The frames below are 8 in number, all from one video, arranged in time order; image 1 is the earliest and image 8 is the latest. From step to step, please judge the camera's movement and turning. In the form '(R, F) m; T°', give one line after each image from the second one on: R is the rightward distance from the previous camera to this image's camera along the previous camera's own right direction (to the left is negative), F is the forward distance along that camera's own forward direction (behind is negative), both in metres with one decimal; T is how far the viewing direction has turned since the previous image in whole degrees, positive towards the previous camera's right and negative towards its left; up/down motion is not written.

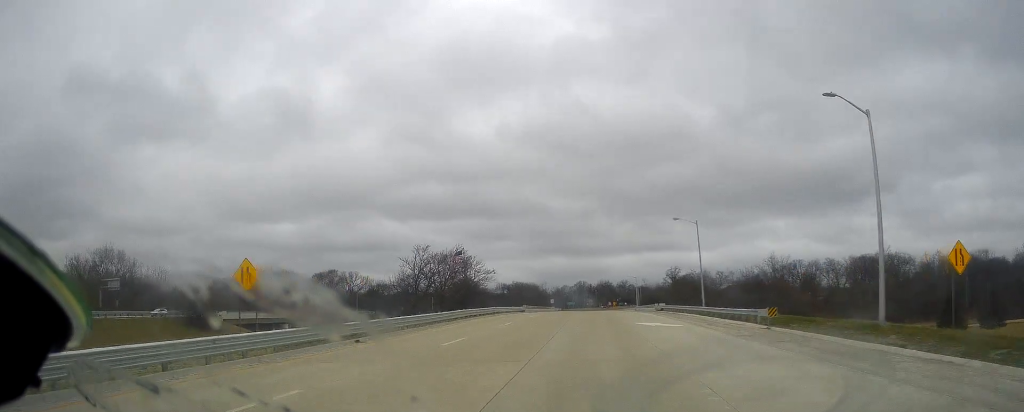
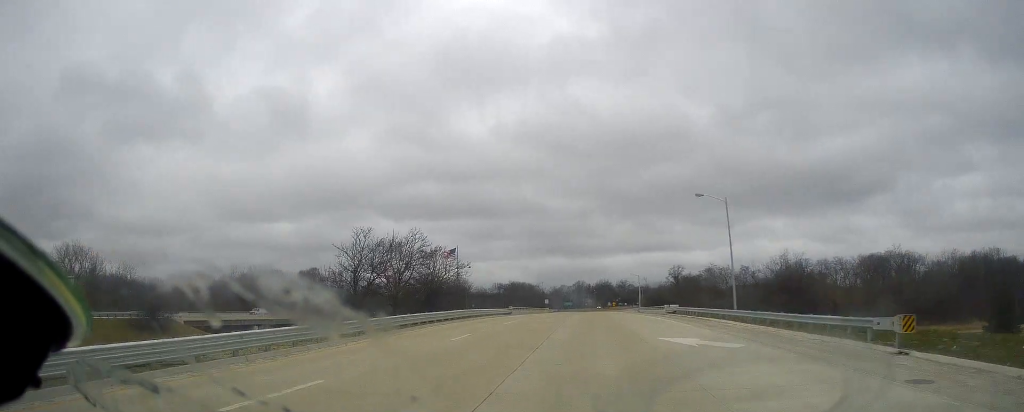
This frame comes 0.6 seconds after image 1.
(0.0, +13.7) m; 0°
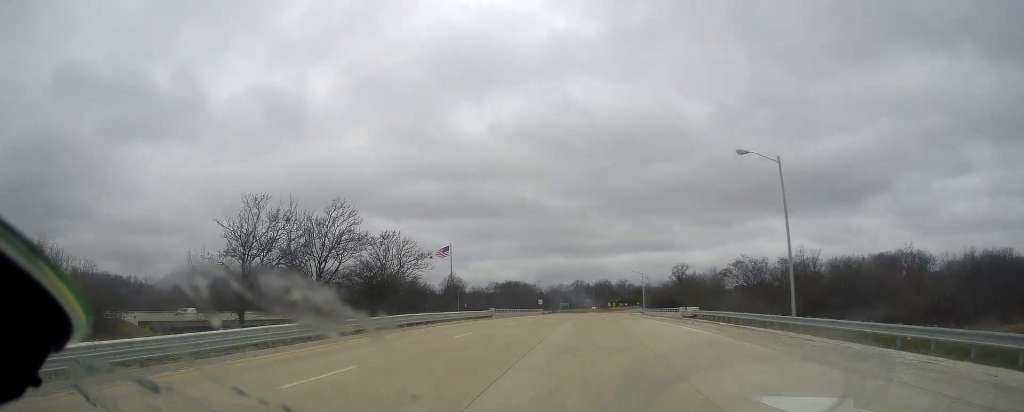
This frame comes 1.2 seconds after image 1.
(-0.1, +13.6) m; 0°
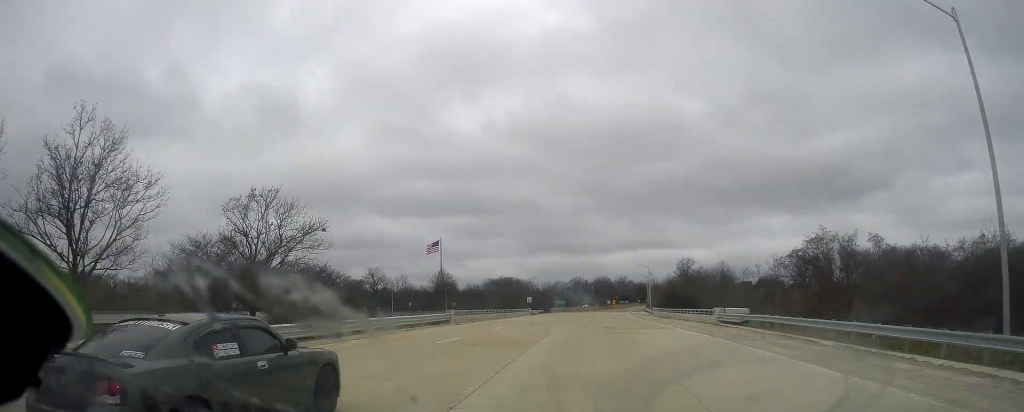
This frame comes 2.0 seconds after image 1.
(0.0, +18.0) m; 0°
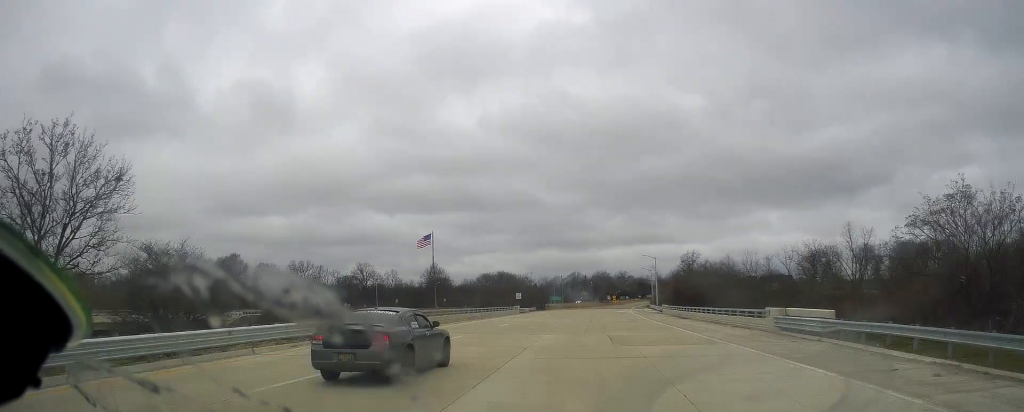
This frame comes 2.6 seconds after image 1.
(+0.1, +13.5) m; 0°
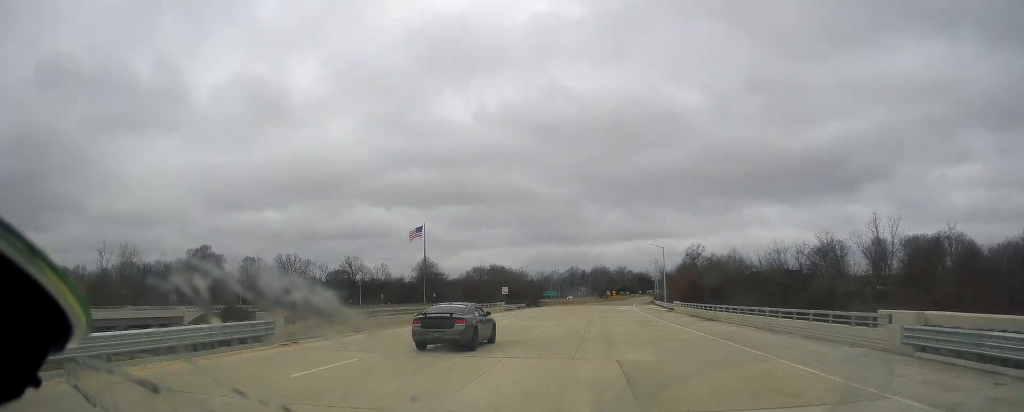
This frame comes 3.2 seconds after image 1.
(+0.1, +12.8) m; 0°
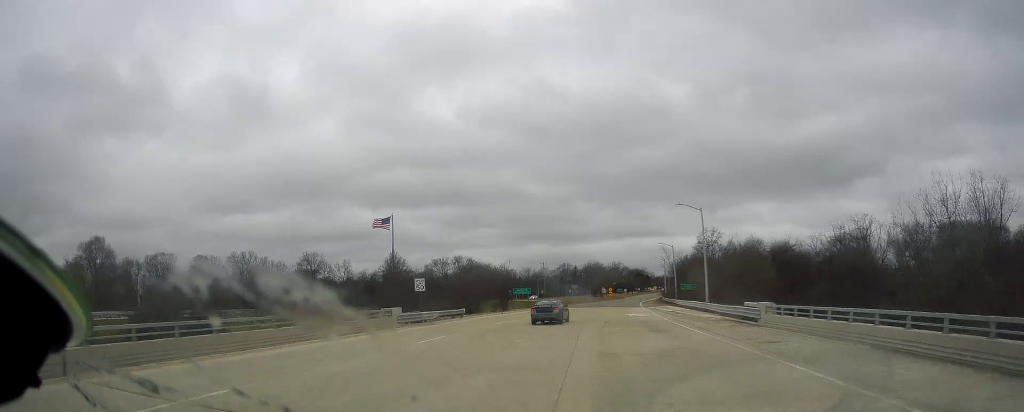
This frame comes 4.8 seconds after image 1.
(-0.3, +35.5) m; 0°
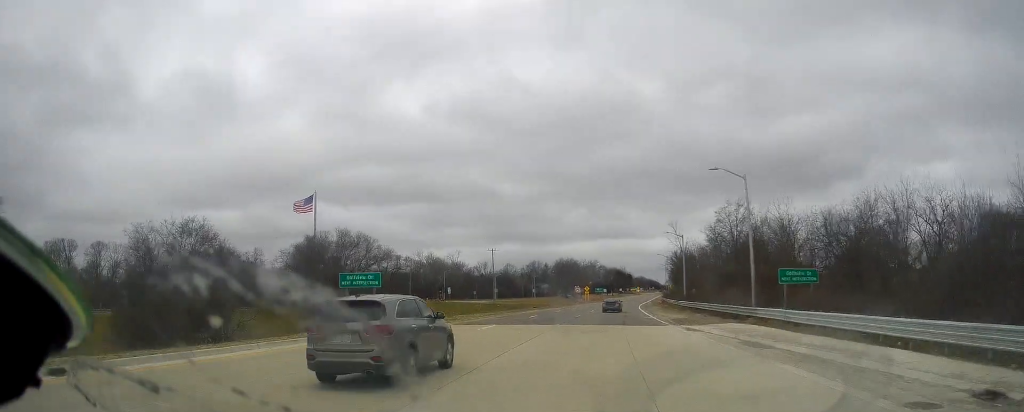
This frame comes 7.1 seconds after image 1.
(+0.9, +50.8) m; +3°
